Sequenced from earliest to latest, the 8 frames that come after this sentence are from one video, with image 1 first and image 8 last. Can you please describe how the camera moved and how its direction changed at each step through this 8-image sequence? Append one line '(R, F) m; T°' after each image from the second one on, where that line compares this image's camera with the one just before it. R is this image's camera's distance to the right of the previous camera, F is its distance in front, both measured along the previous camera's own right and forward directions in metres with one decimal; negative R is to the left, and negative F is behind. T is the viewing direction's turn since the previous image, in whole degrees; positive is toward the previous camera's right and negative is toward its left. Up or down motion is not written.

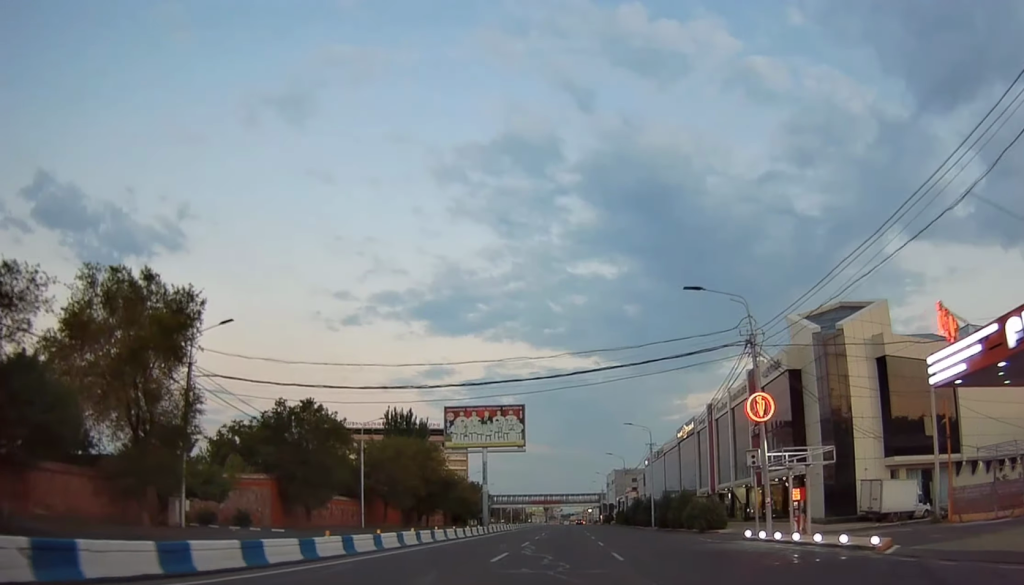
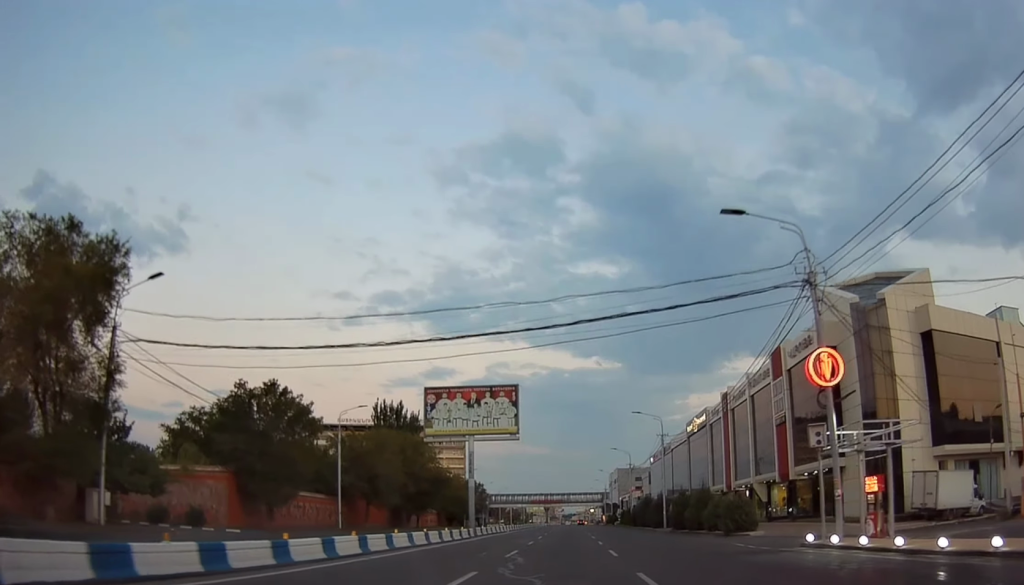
(-0.1, +7.7) m; +1°
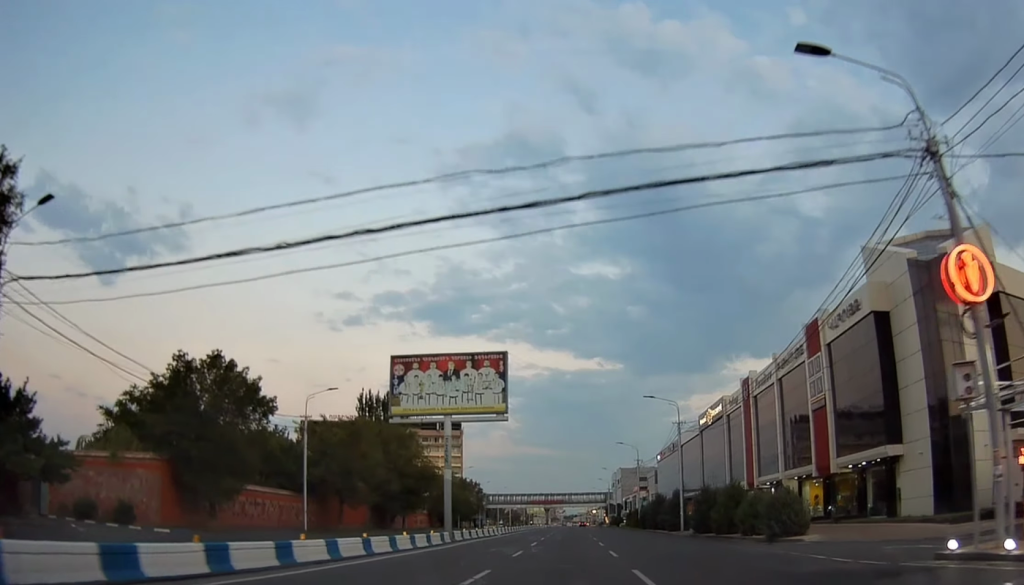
(0.0, +8.9) m; 0°
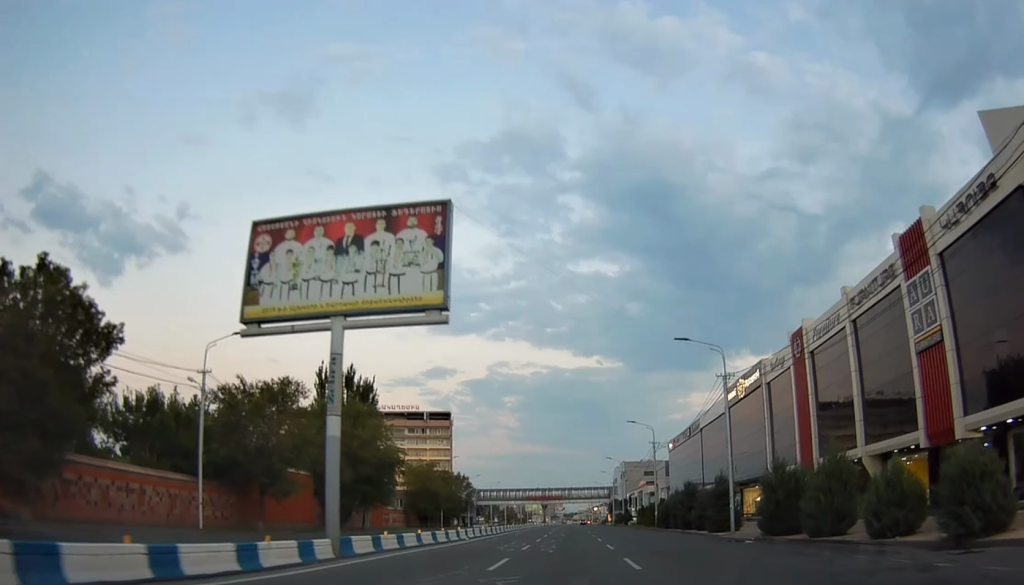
(+0.3, +16.7) m; 0°
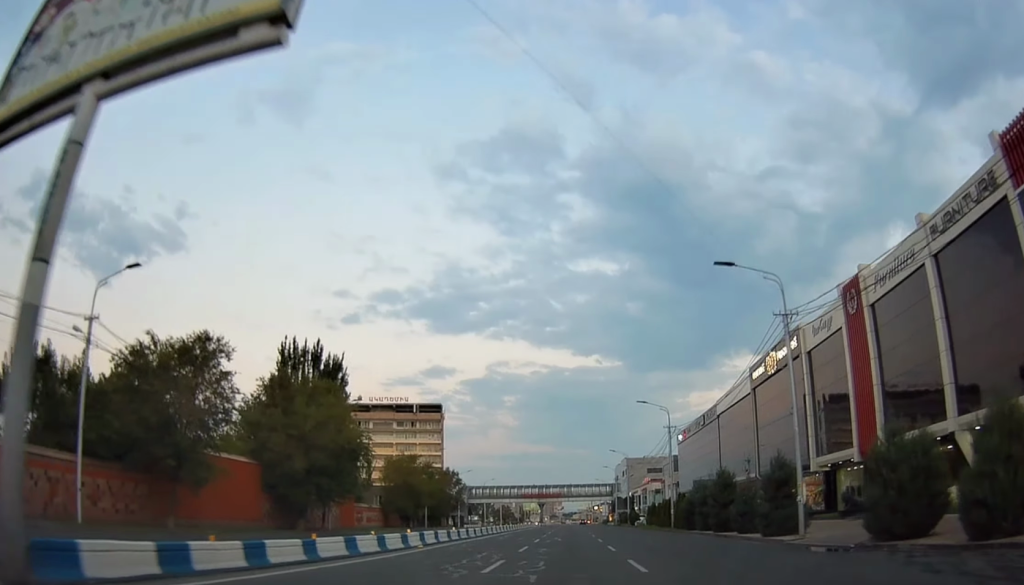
(-0.4, +11.4) m; 0°
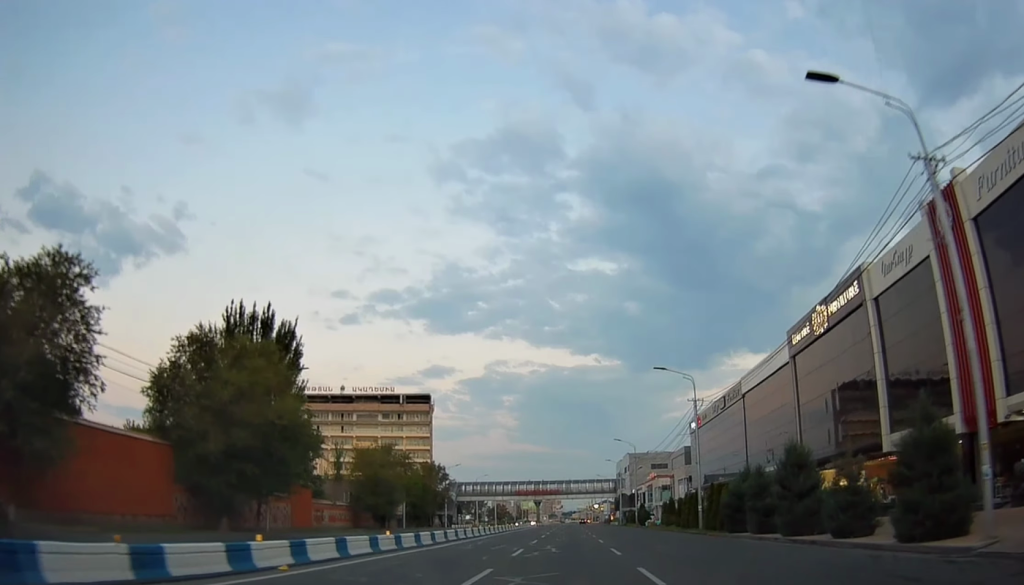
(+0.2, +13.0) m; 0°
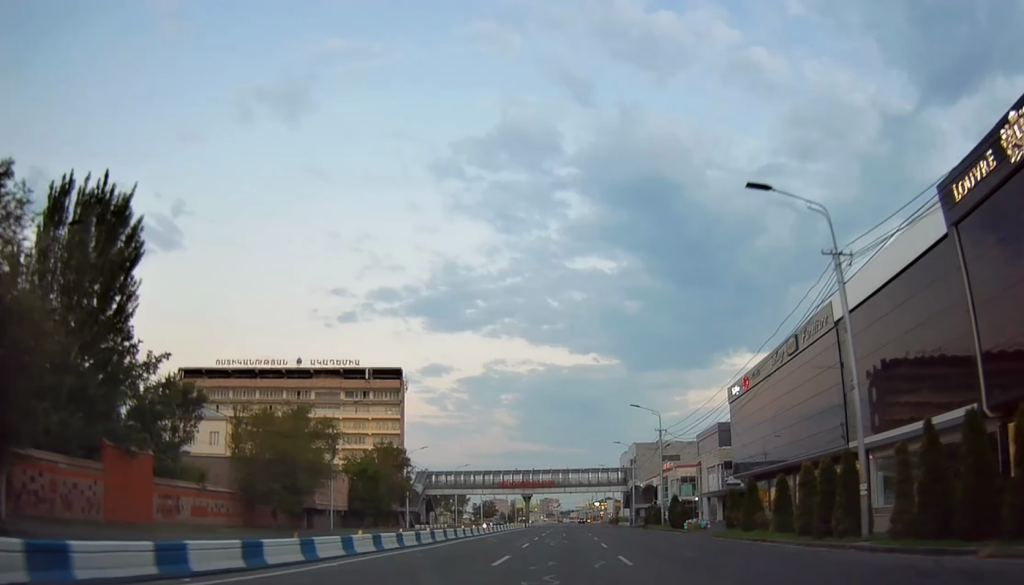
(-0.3, +26.7) m; 0°
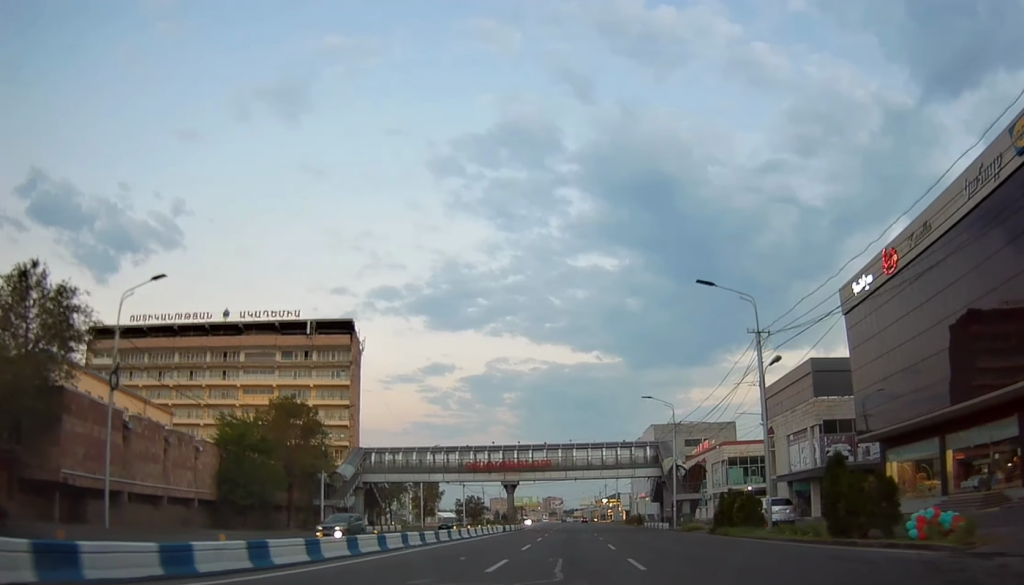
(+0.4, +33.5) m; +1°
